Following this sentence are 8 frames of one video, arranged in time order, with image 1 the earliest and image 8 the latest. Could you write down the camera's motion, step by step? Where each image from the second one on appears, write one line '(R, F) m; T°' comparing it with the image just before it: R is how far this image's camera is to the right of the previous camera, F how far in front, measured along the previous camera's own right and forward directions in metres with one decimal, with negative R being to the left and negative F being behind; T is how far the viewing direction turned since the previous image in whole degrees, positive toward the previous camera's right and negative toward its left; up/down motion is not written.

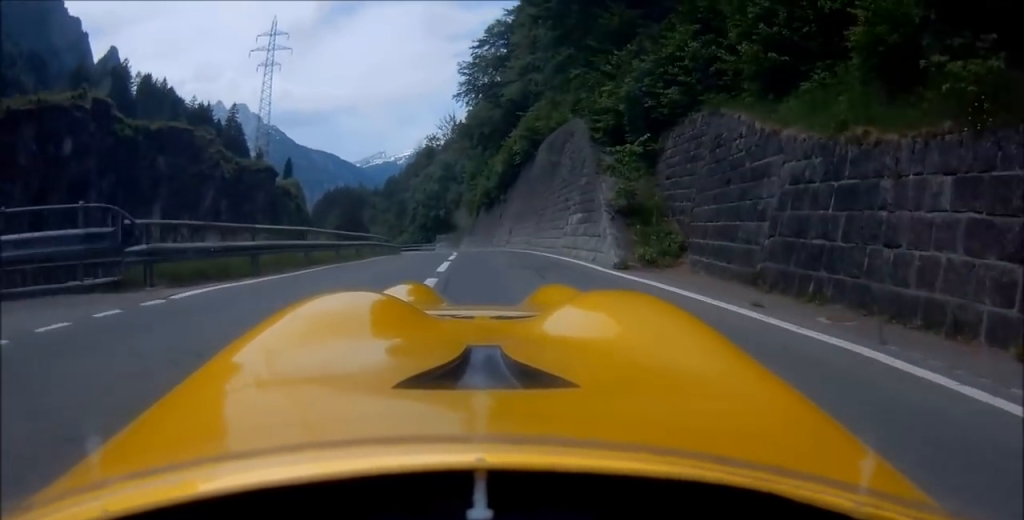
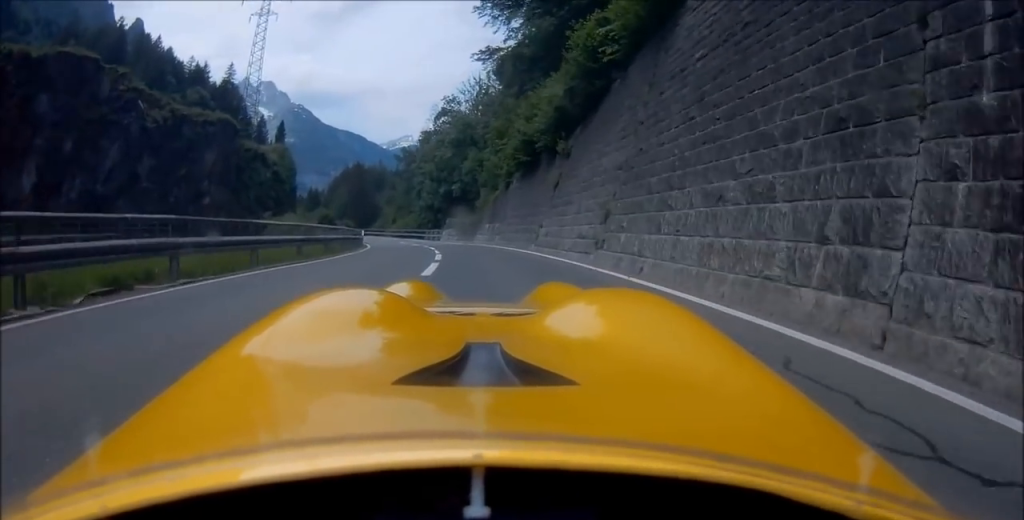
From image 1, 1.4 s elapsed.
(0.0, +26.1) m; -2°
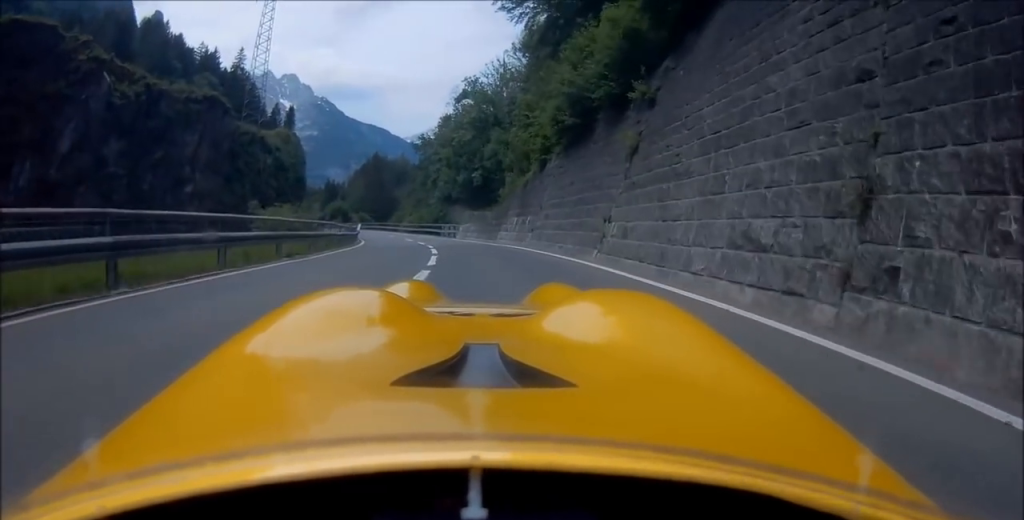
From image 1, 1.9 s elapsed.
(-0.3, +9.7) m; -4°
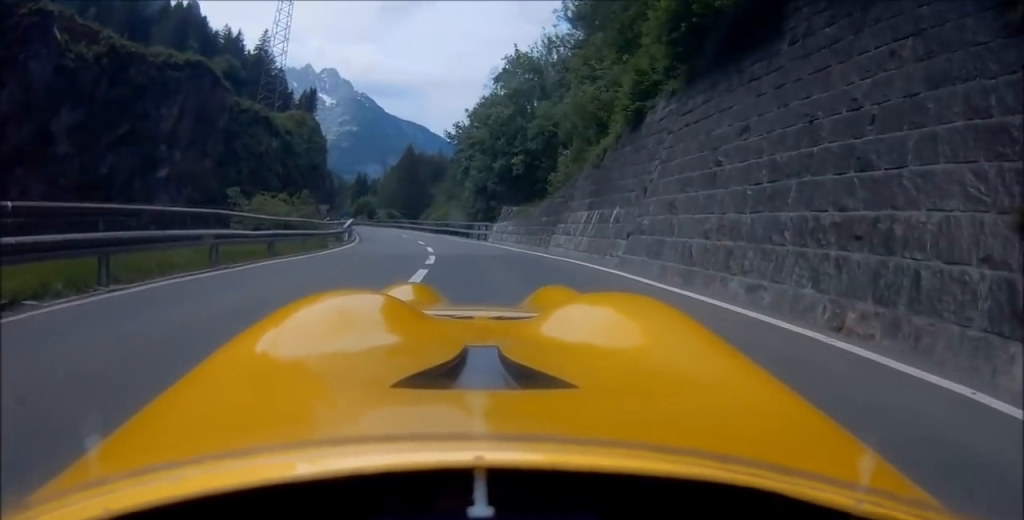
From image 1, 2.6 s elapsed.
(0.0, +12.0) m; -6°
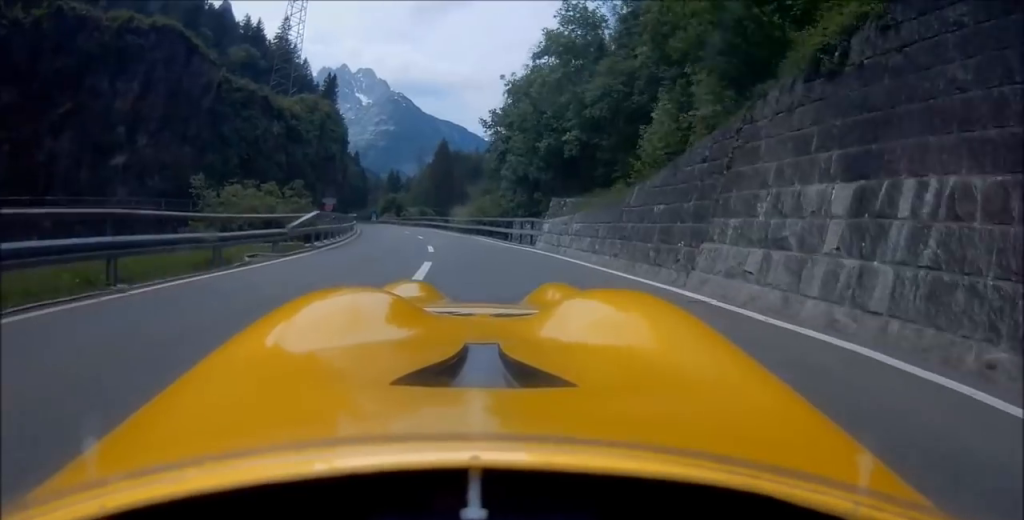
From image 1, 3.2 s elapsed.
(-1.1, +11.4) m; -6°
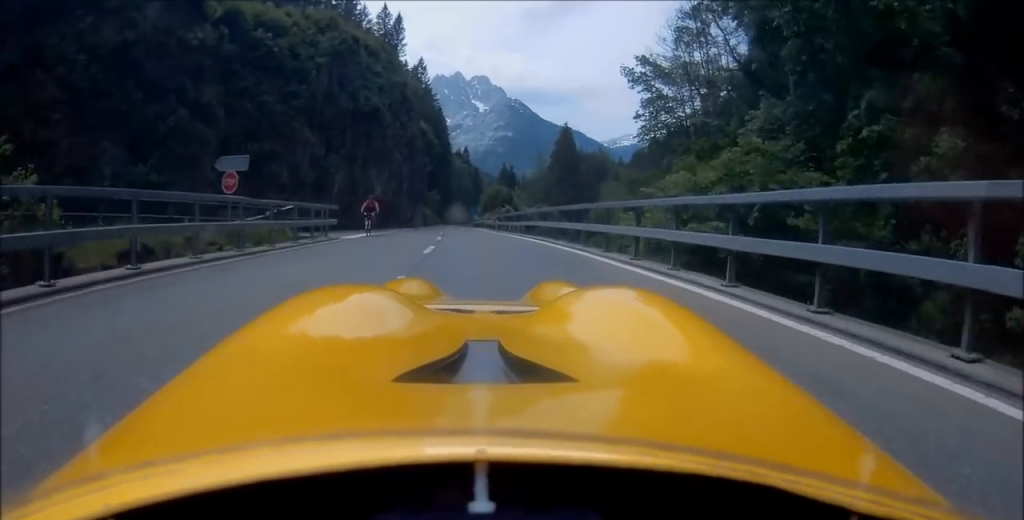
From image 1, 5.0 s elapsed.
(-2.0, +36.1) m; -2°
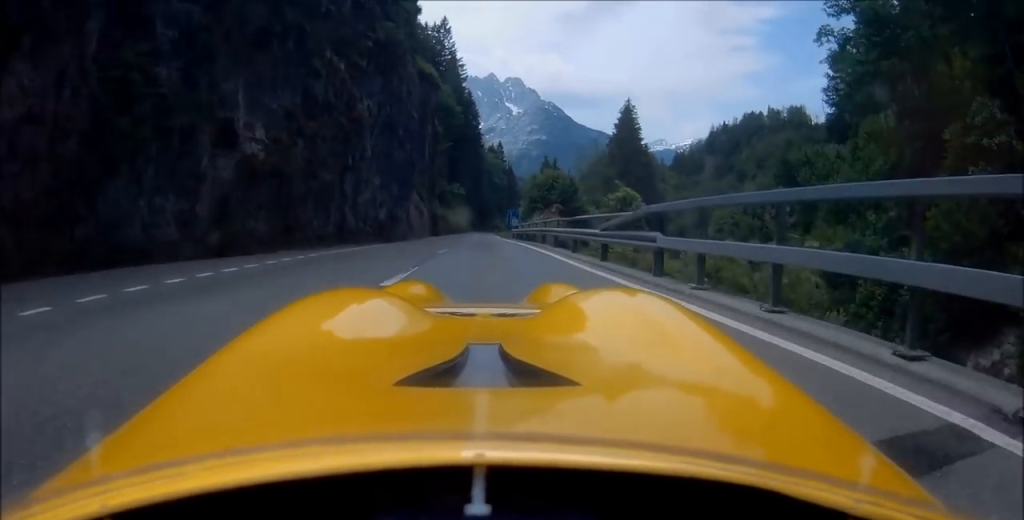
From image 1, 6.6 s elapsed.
(-0.2, +31.7) m; -2°
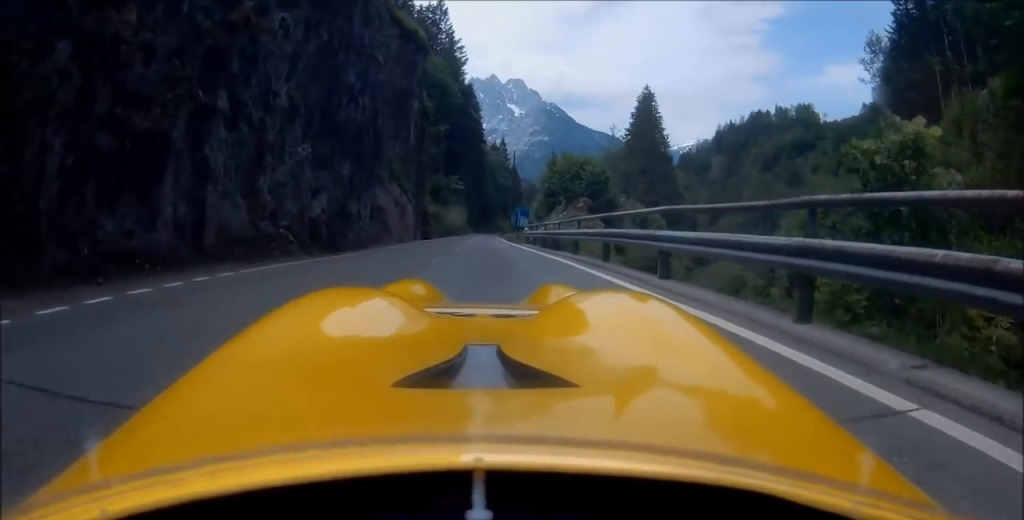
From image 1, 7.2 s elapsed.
(0.0, +12.1) m; -2°
